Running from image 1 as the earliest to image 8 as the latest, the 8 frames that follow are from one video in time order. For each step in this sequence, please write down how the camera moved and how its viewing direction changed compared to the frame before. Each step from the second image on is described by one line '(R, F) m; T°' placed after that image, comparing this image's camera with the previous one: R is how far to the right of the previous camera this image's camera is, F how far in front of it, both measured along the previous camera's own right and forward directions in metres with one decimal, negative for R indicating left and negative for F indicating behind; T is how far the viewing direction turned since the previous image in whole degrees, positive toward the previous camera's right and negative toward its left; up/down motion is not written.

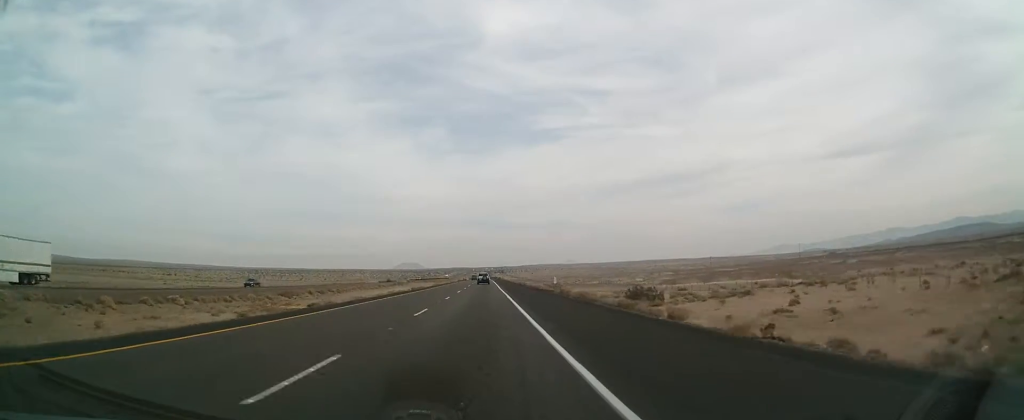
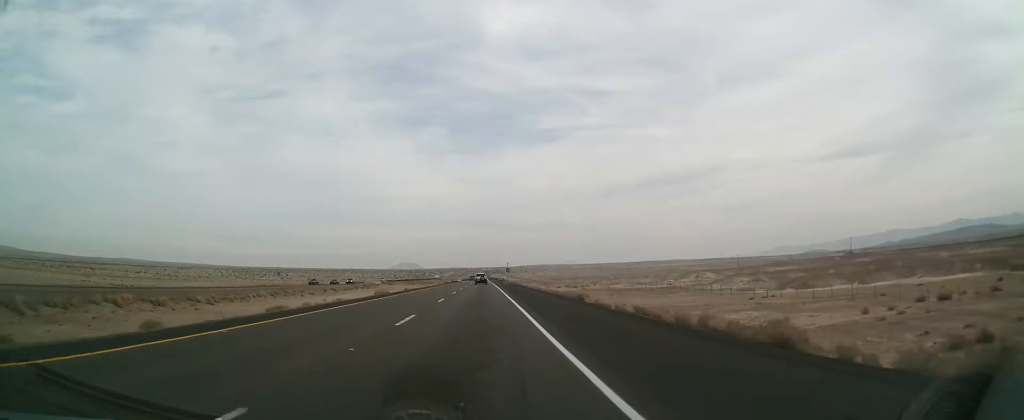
(+0.2, +62.3) m; 0°
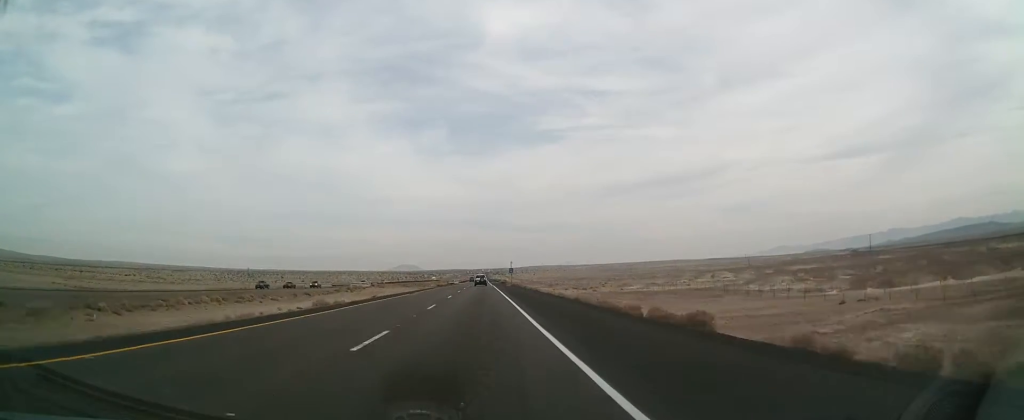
(0.0, +19.7) m; 0°
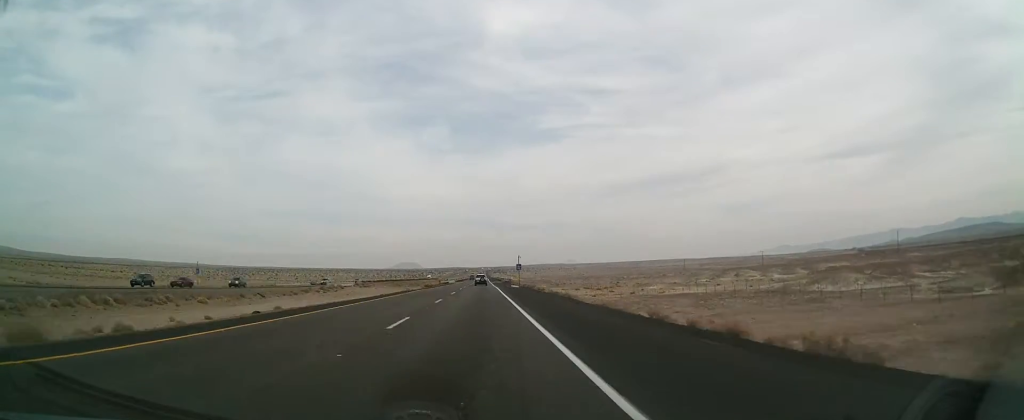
(+0.4, +24.5) m; 0°
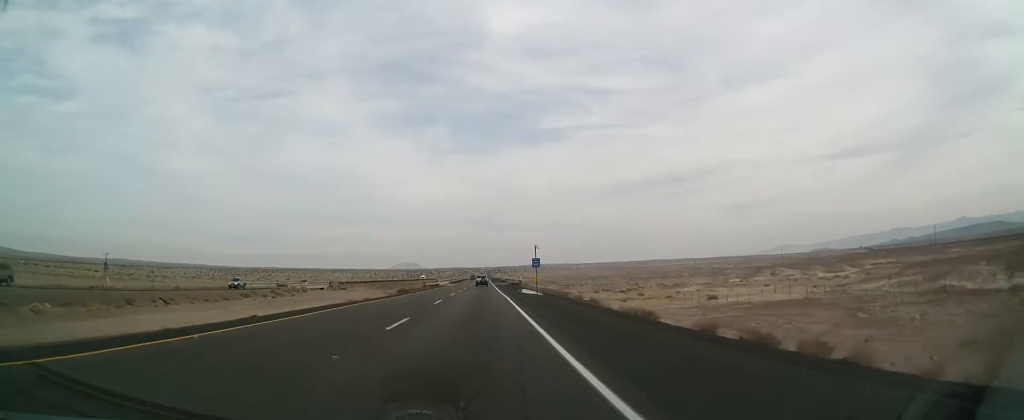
(-0.4, +29.3) m; -1°
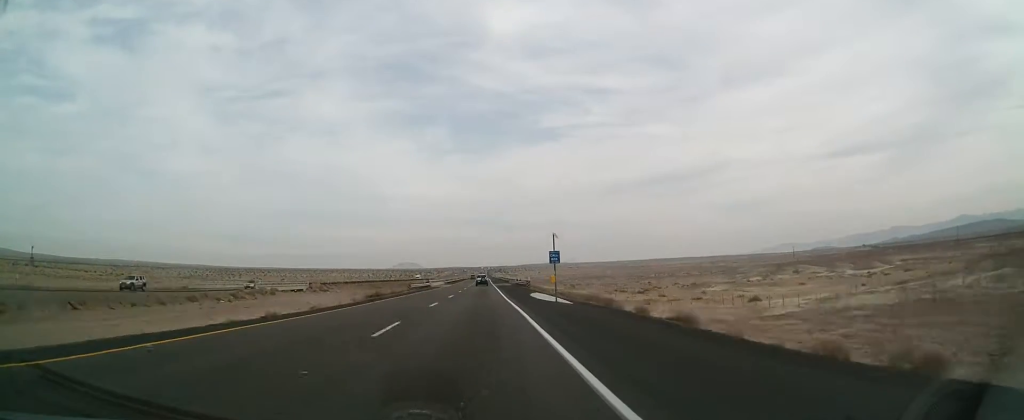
(0.0, +16.4) m; 0°
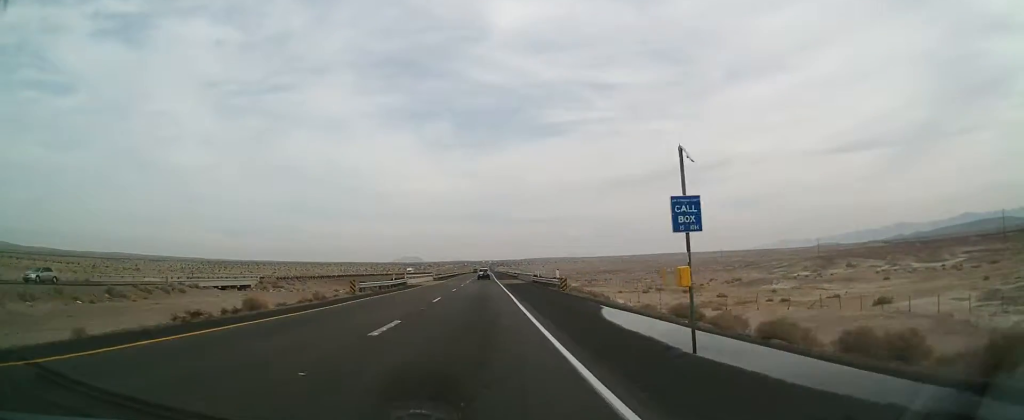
(0.0, +29.3) m; 0°
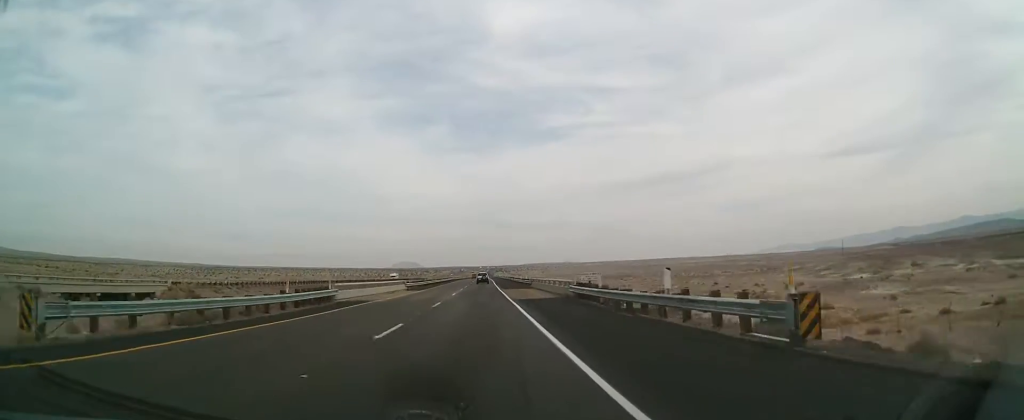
(0.0, +29.2) m; 0°
